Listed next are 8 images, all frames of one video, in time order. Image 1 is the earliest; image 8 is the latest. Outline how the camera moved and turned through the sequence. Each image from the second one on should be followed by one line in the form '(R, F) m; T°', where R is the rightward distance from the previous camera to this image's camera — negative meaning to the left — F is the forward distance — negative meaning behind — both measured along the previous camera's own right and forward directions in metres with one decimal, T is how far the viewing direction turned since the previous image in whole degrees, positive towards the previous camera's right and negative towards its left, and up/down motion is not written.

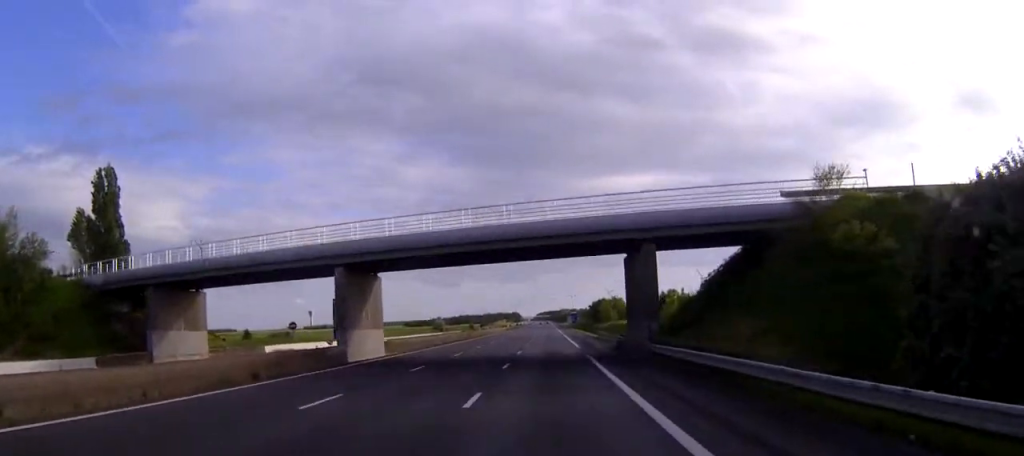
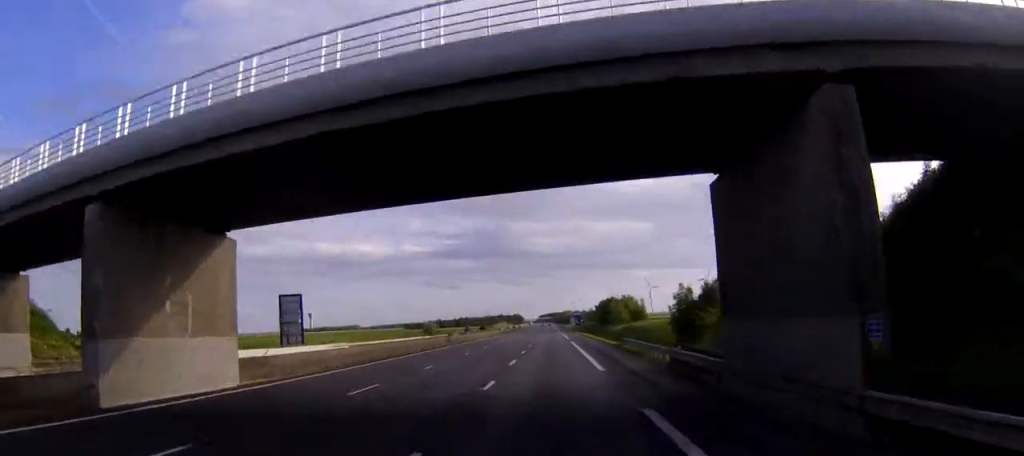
(0.0, +21.5) m; 0°
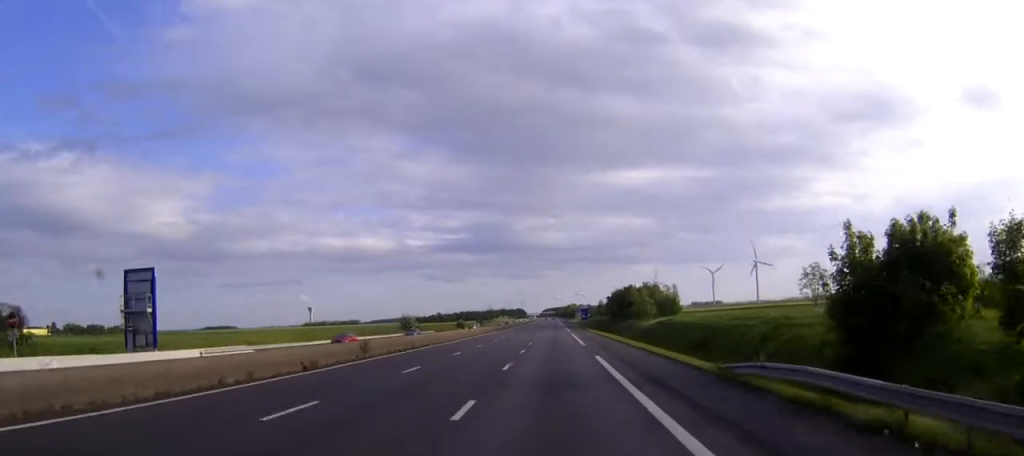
(0.0, +32.9) m; 0°
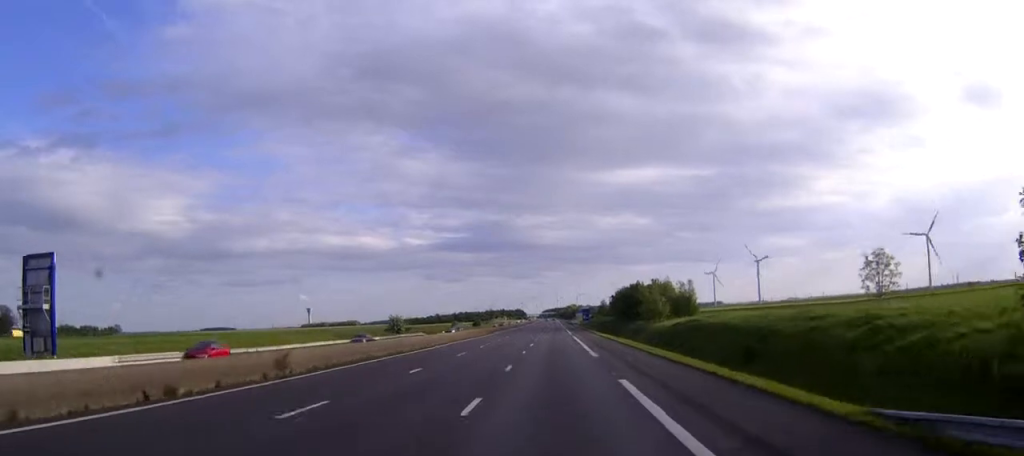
(0.0, +12.3) m; 0°
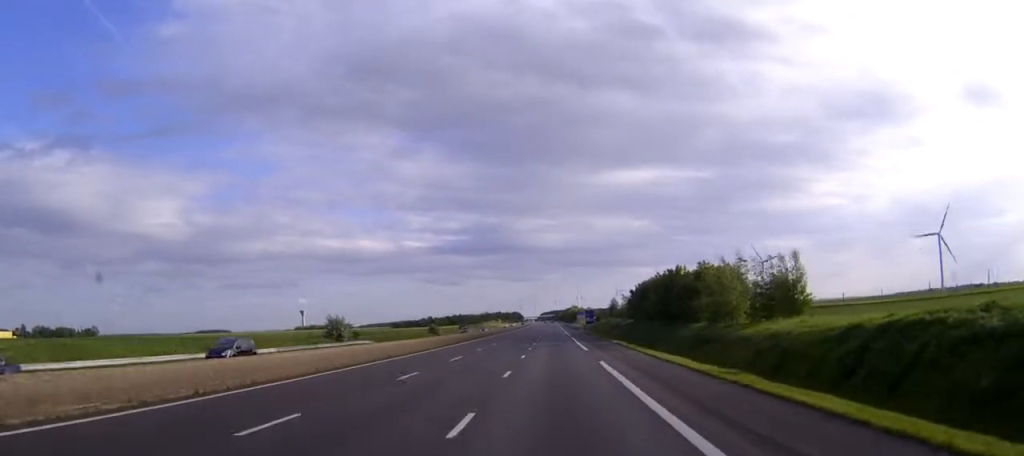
(-0.1, +41.7) m; 0°
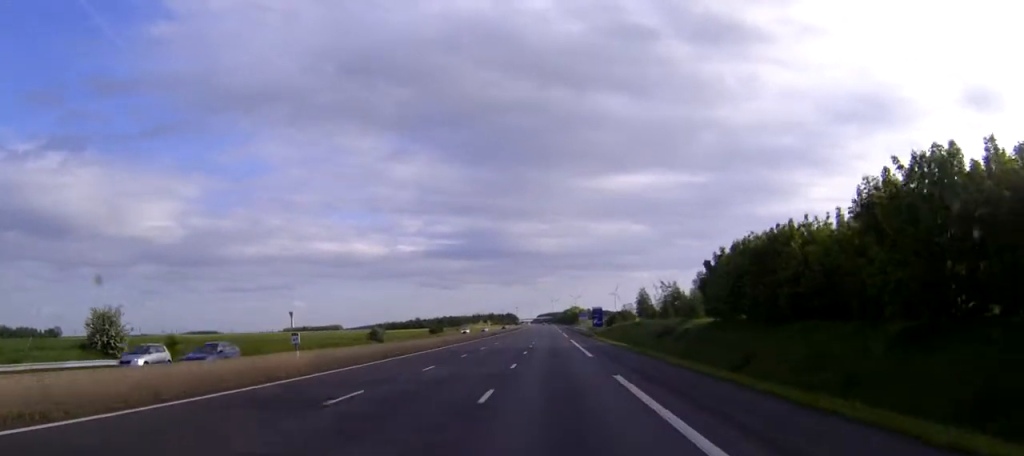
(+0.1, +60.4) m; 0°
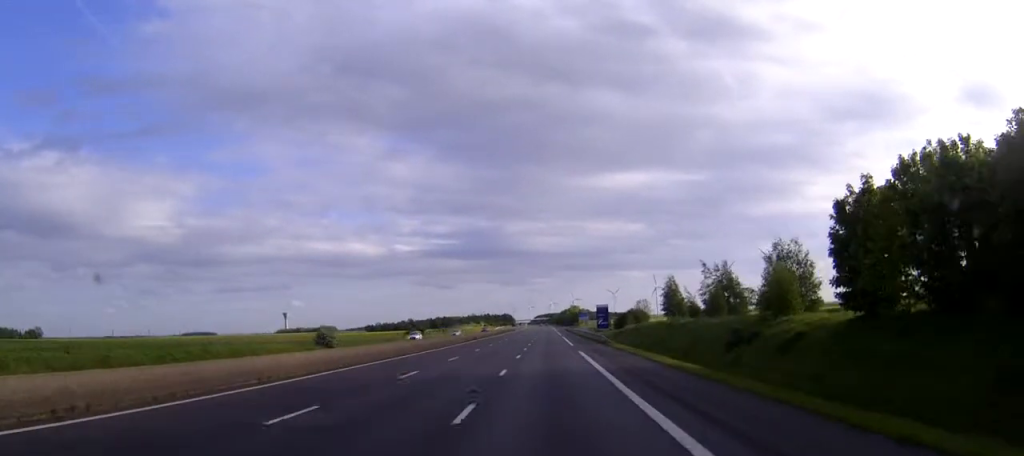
(0.0, +29.4) m; 0°
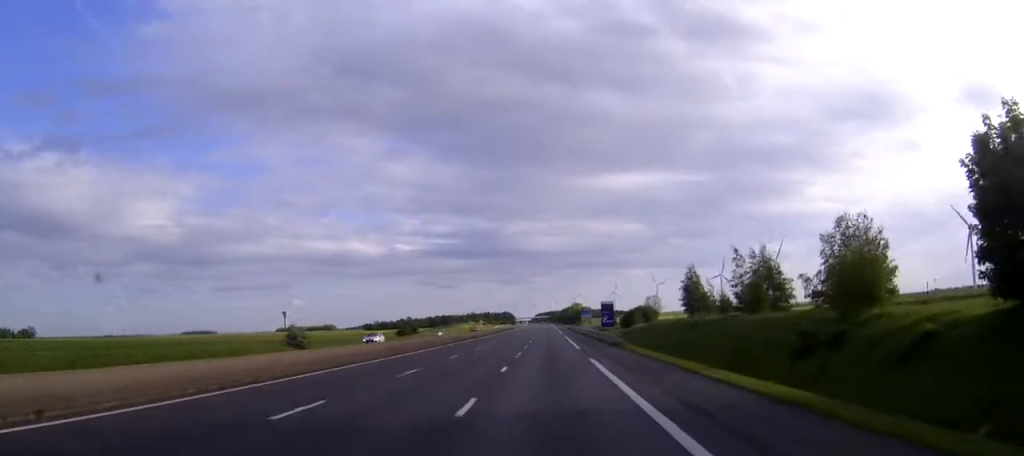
(0.0, +12.3) m; 0°
